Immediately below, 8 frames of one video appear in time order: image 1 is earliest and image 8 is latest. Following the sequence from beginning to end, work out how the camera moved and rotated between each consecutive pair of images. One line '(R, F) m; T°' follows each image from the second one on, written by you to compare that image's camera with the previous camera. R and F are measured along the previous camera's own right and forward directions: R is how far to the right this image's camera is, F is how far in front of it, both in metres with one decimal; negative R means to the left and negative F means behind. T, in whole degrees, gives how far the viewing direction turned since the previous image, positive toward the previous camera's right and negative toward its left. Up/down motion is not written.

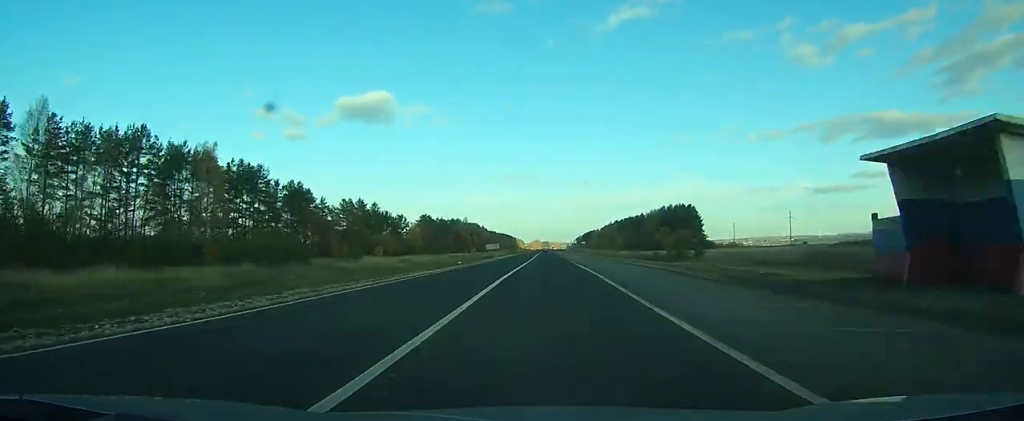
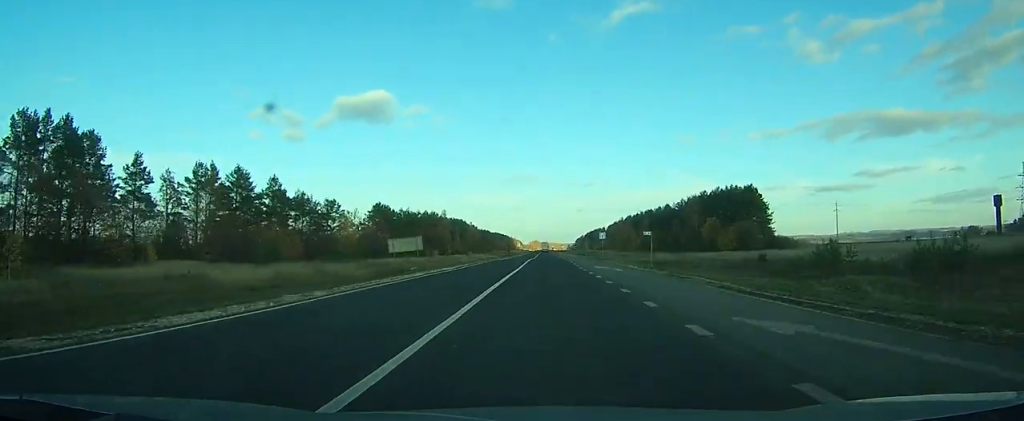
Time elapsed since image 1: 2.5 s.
(+0.1, +71.0) m; 0°
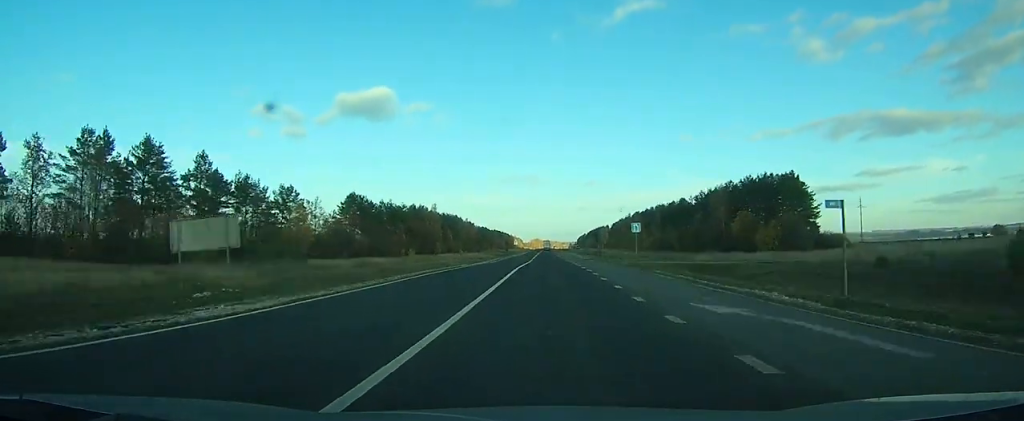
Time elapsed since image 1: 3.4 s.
(-0.1, +27.1) m; 0°
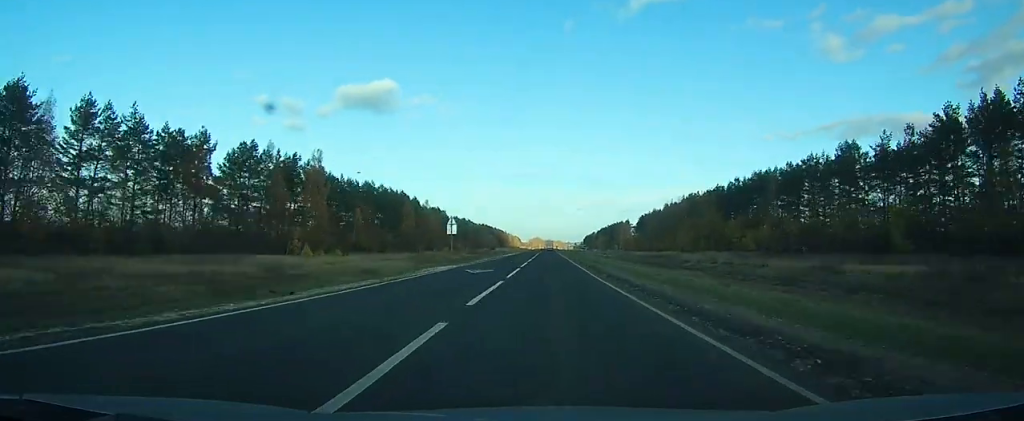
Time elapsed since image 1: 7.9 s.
(-0.1, +124.3) m; 0°
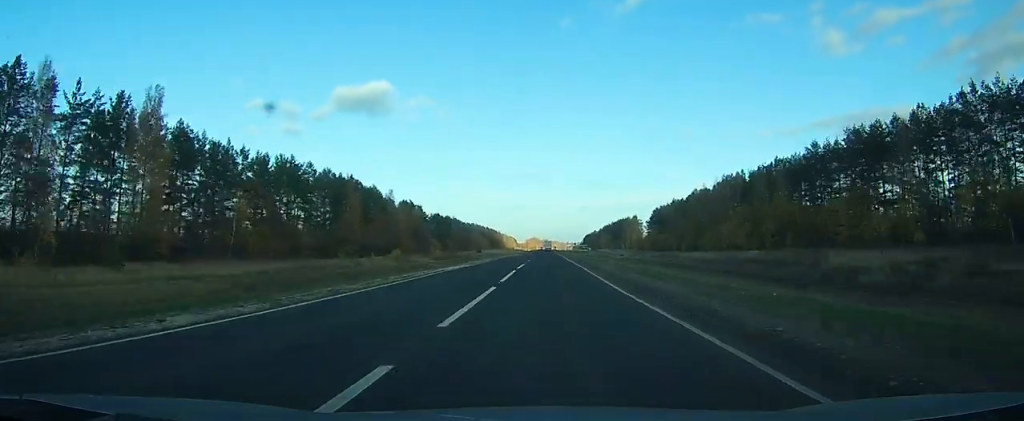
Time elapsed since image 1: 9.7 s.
(0.0, +48.6) m; 0°
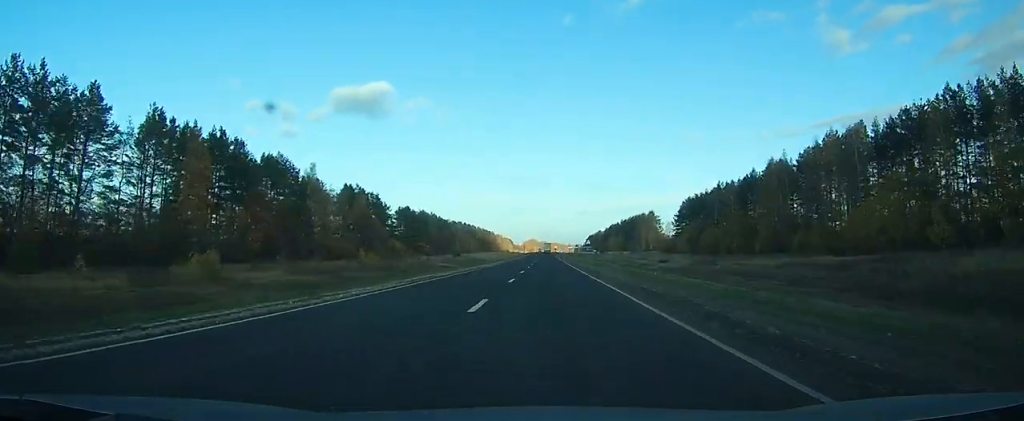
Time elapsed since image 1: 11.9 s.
(-0.1, +65.2) m; 0°
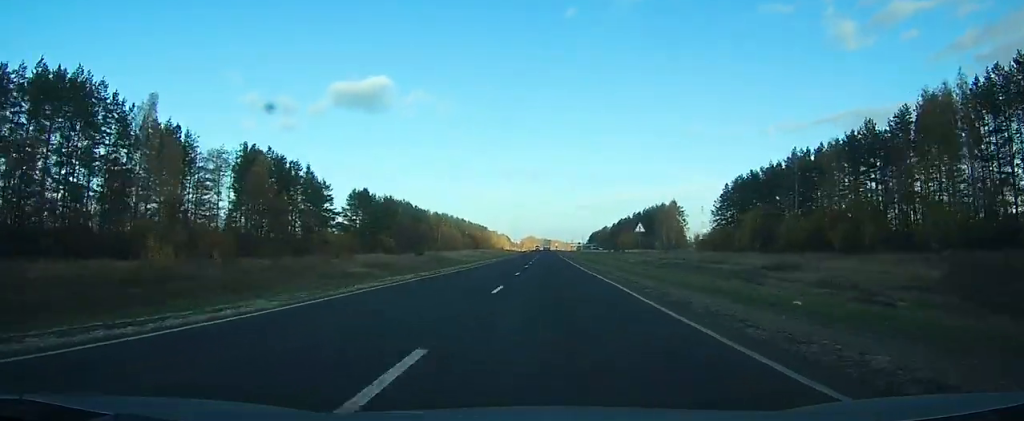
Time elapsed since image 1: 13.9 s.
(+0.1, +57.6) m; 0°
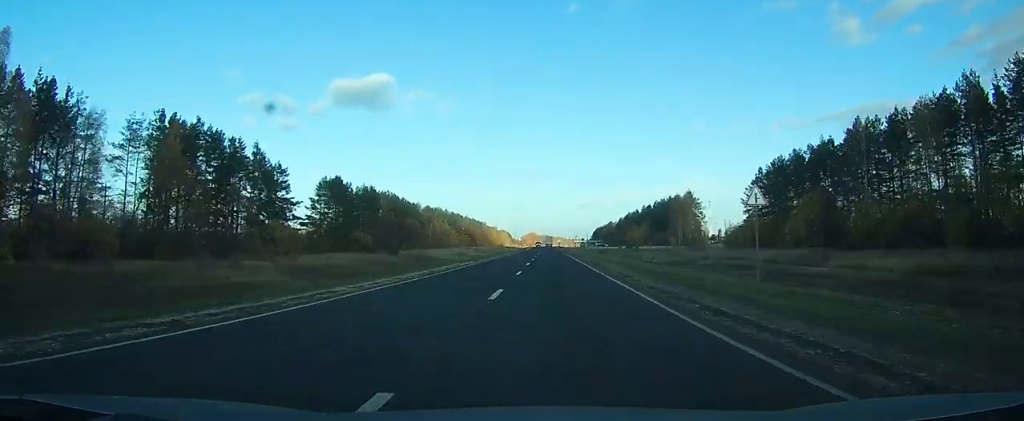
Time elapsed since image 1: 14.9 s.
(-0.1, +25.8) m; 0°
